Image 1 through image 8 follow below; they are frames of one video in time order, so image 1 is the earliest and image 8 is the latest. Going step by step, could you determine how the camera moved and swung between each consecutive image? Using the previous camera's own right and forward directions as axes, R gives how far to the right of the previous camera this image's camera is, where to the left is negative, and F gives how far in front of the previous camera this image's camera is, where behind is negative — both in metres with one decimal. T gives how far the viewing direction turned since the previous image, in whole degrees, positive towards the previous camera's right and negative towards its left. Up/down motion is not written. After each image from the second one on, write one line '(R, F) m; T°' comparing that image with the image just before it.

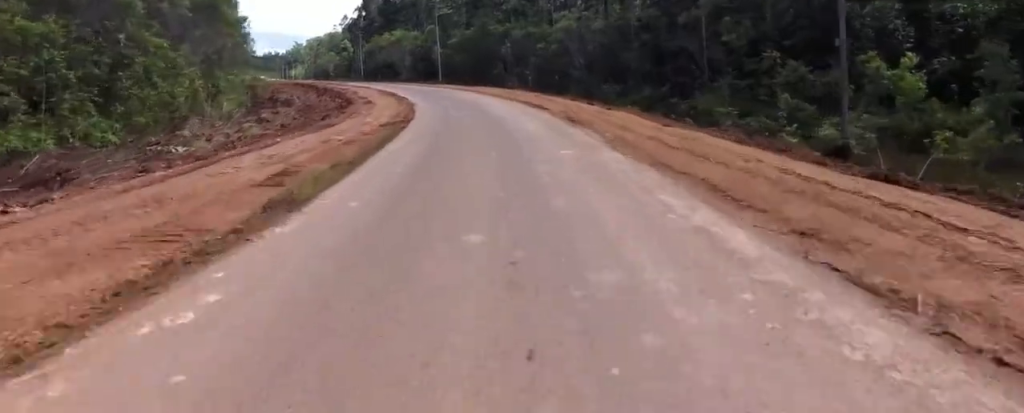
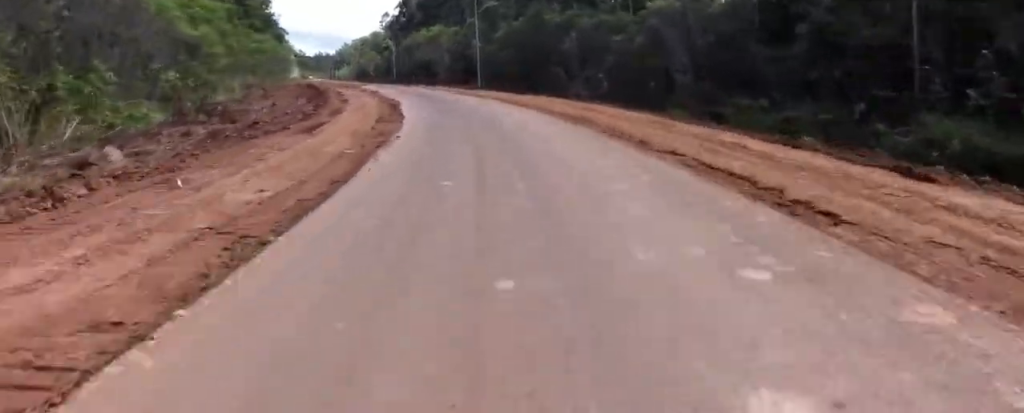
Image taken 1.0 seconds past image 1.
(-0.9, +17.2) m; -1°
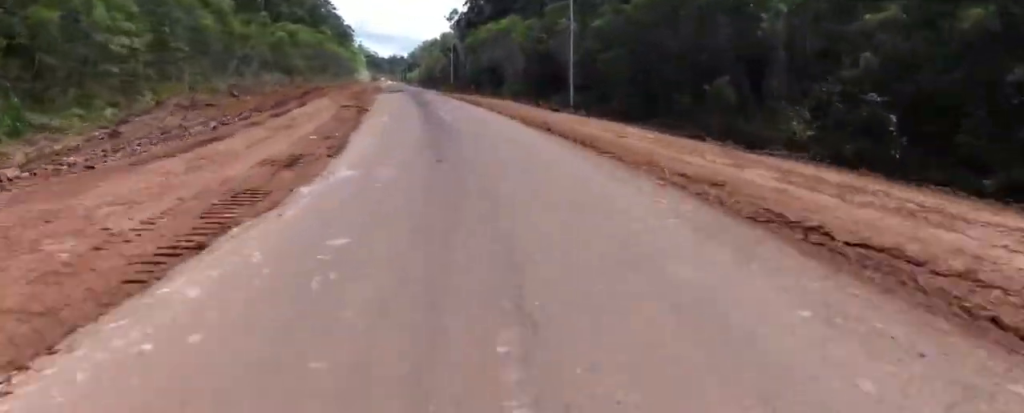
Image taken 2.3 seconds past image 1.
(+0.1, +22.2) m; -5°
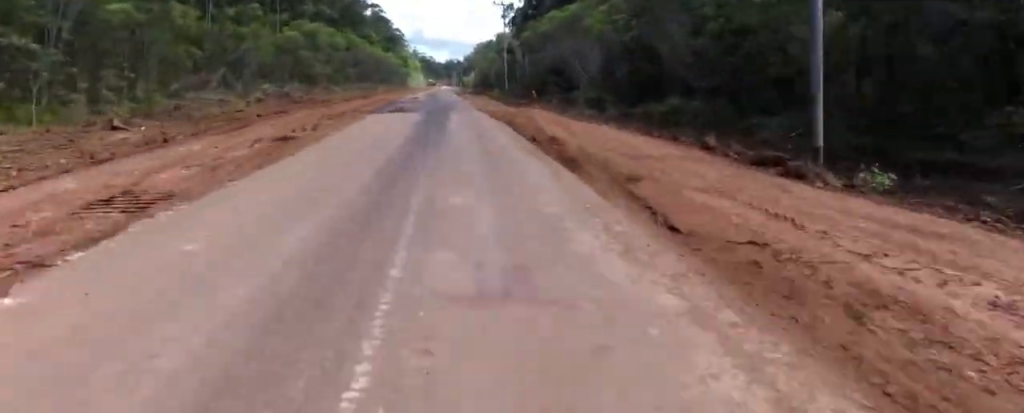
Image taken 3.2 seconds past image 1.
(-1.4, +17.8) m; -7°
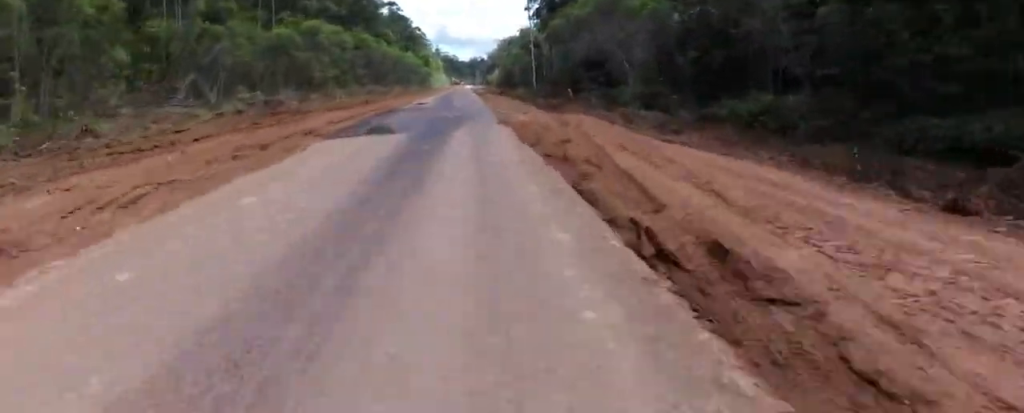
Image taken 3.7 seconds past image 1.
(-0.2, +9.2) m; -3°
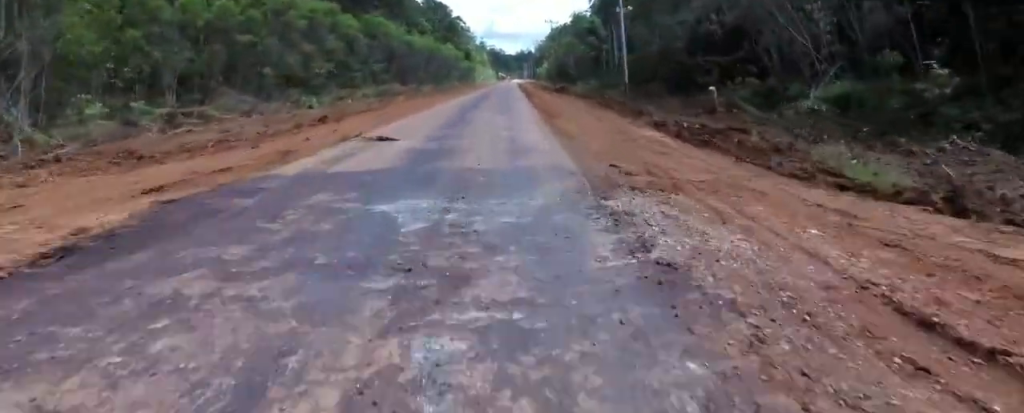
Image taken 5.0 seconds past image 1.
(-0.6, +21.3) m; -3°
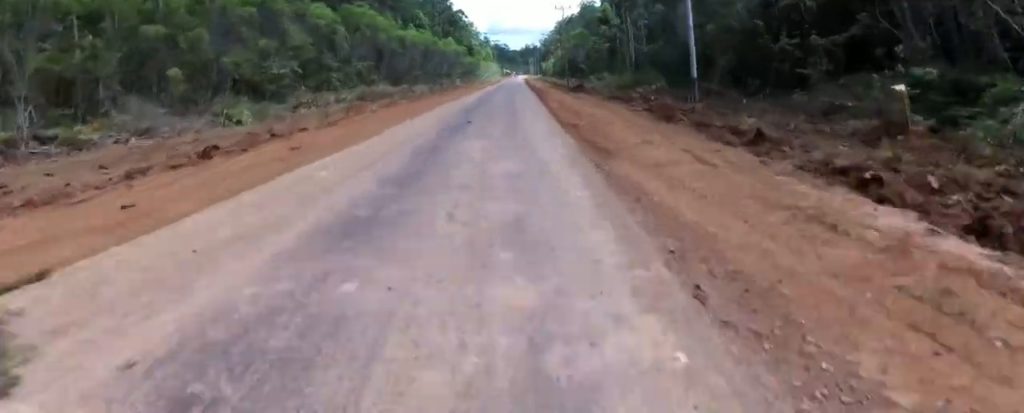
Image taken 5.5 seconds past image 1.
(+0.2, +10.0) m; -3°
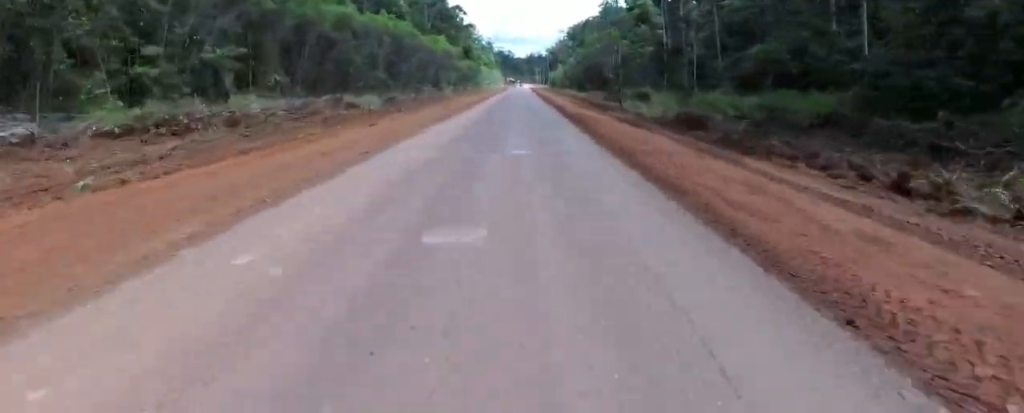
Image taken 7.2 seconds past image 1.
(-1.5, +30.3) m; -2°
